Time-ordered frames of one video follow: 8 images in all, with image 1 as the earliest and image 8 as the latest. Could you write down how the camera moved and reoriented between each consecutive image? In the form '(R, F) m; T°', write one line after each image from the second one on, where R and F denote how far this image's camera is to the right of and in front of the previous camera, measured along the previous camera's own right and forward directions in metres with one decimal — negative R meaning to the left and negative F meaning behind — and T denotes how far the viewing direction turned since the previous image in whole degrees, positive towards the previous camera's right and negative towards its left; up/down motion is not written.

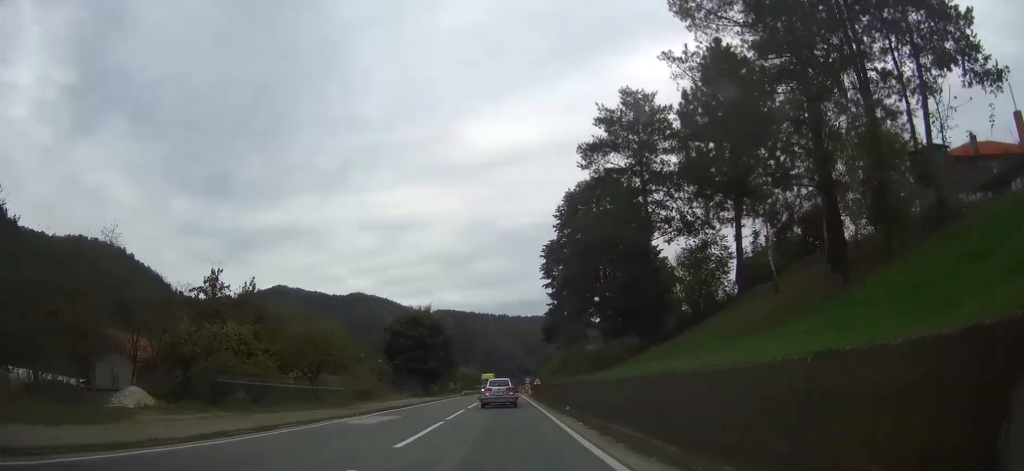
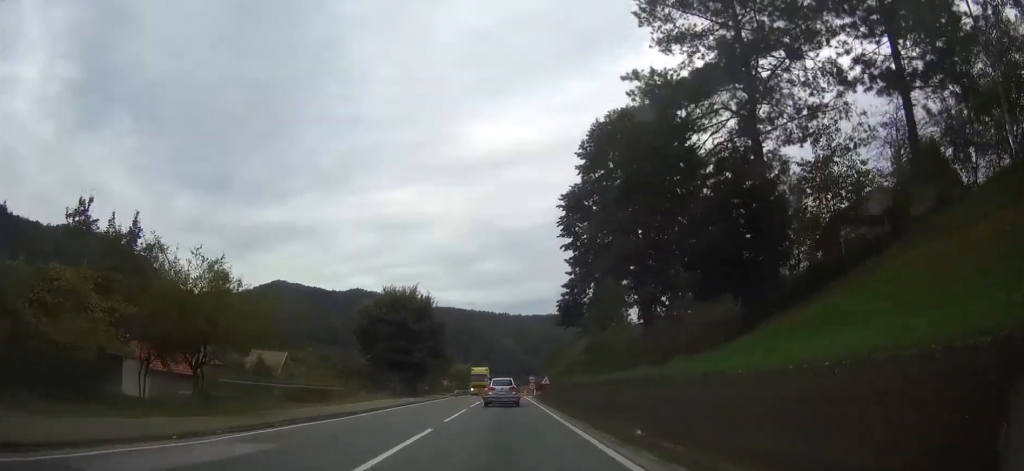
(-0.2, +16.2) m; 0°
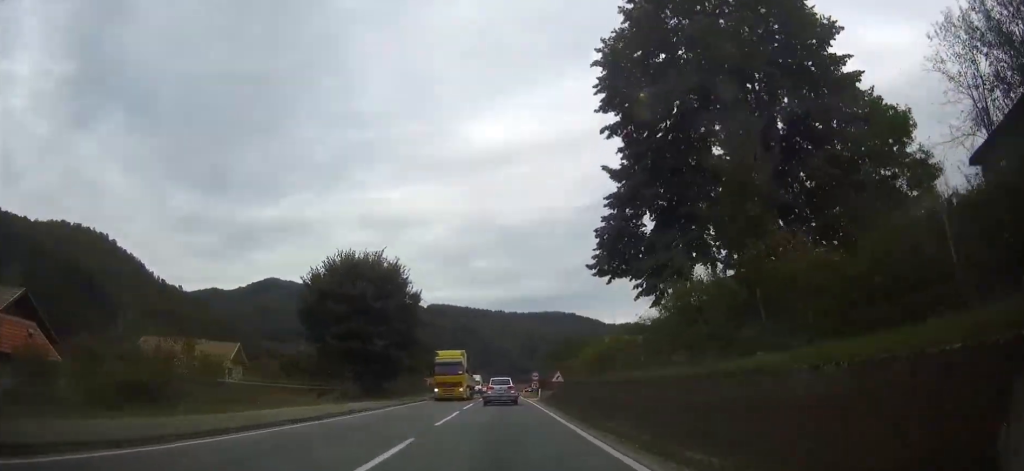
(+0.2, +19.1) m; 0°
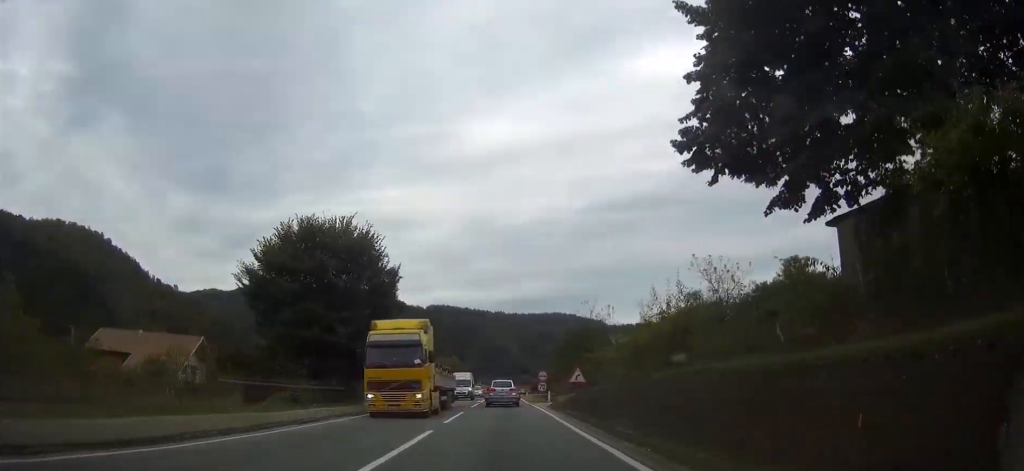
(0.0, +12.1) m; 0°
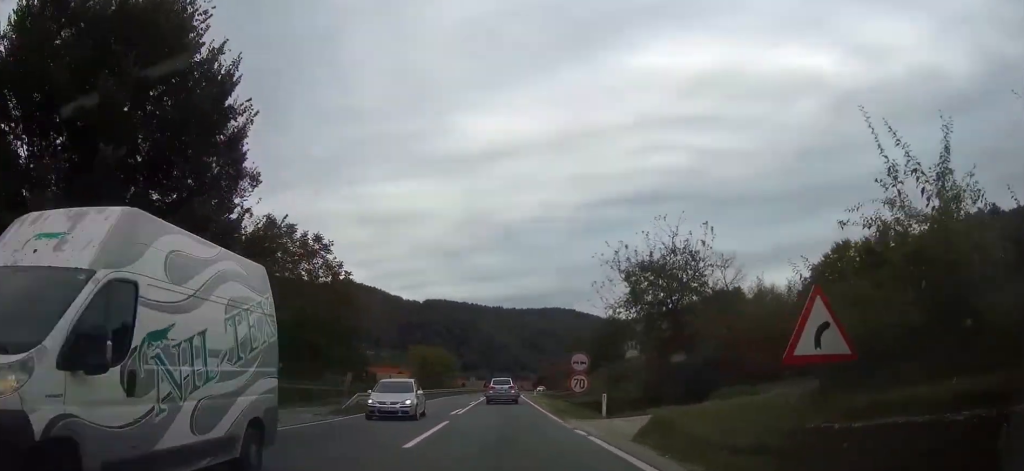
(0.0, +27.1) m; 0°
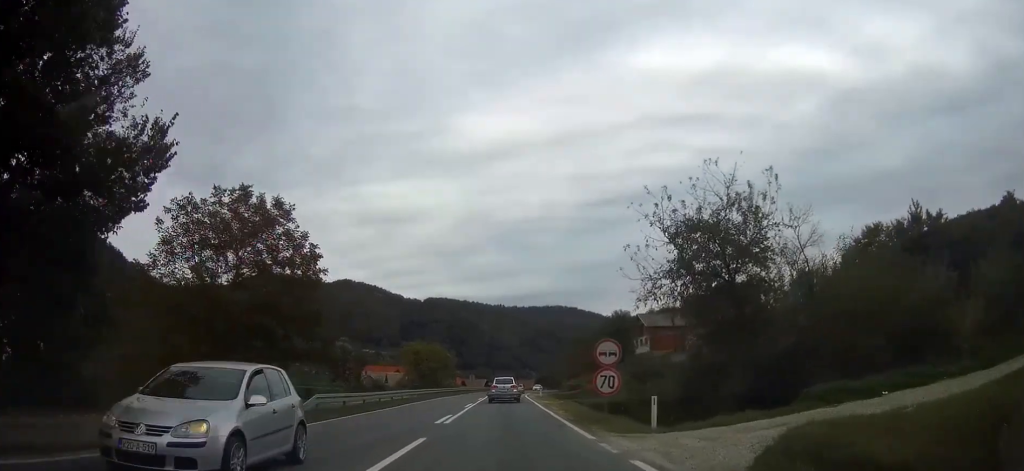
(0.0, +7.4) m; 0°
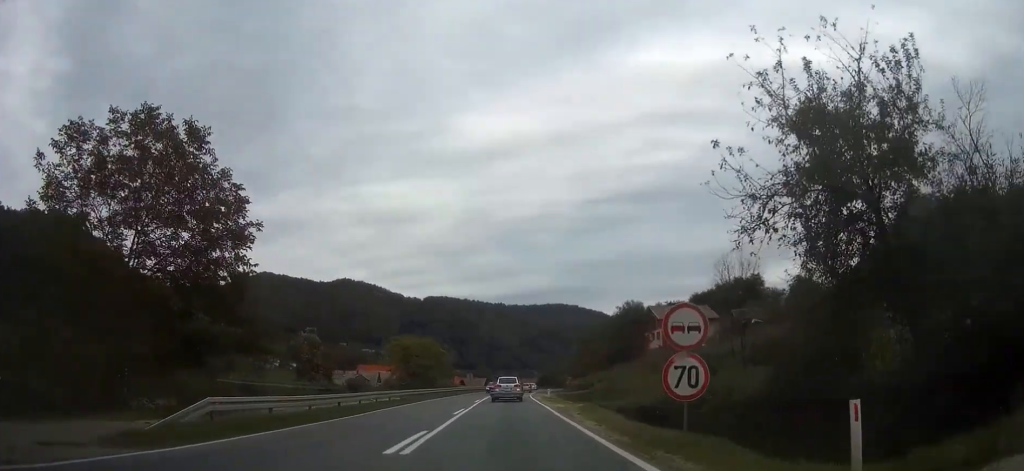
(0.0, +9.5) m; 0°
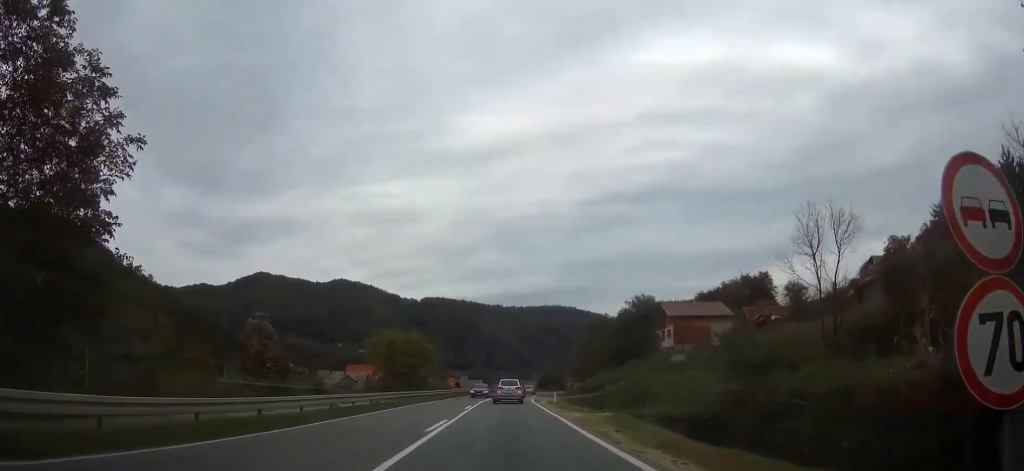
(0.0, +8.9) m; 0°
